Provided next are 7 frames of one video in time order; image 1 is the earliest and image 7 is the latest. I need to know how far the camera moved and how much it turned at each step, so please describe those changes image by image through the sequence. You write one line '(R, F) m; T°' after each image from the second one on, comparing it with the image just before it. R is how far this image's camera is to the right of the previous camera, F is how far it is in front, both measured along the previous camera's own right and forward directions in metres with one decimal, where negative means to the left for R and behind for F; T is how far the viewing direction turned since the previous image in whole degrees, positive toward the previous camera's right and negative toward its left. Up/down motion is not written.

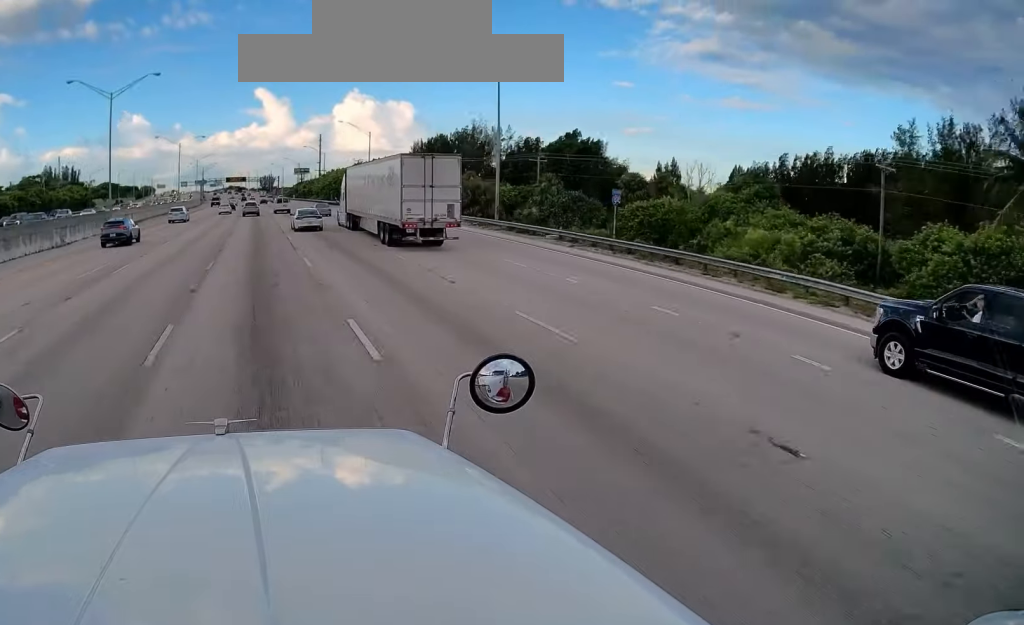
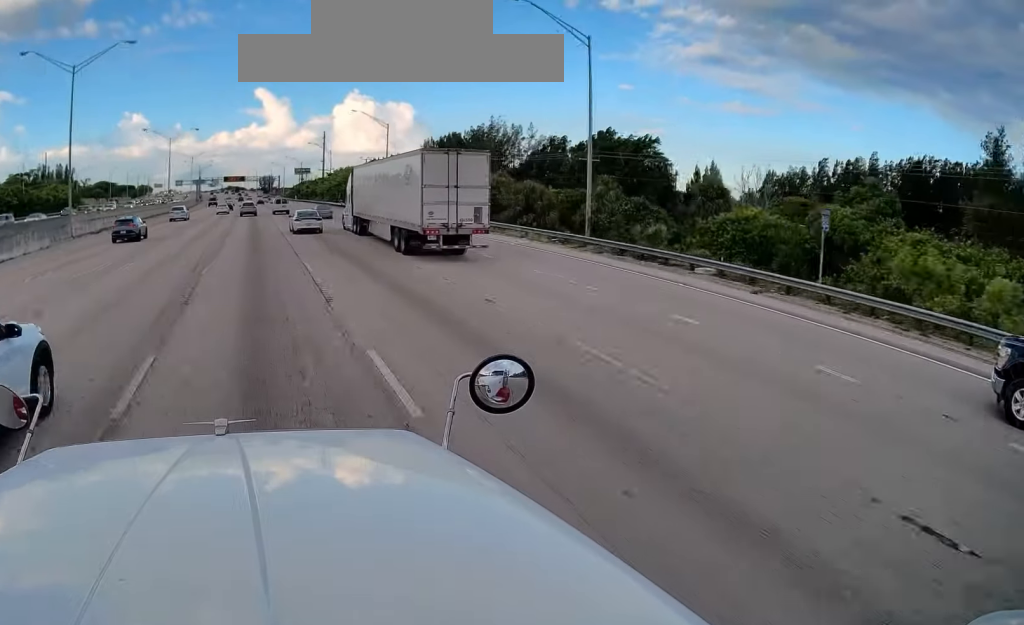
(-0.4, +14.6) m; 0°
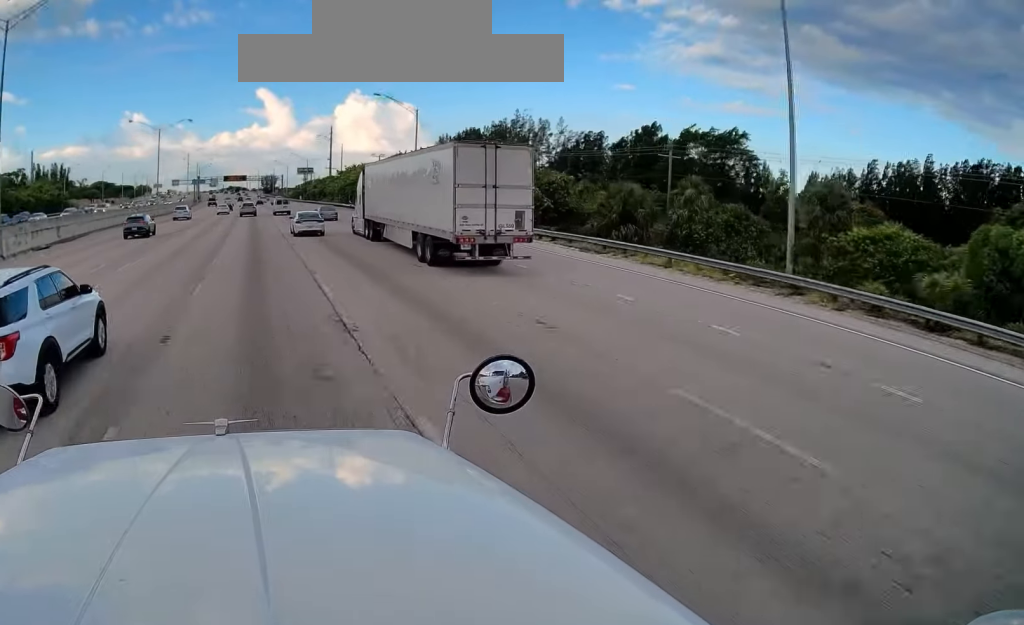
(+0.2, +15.5) m; 0°
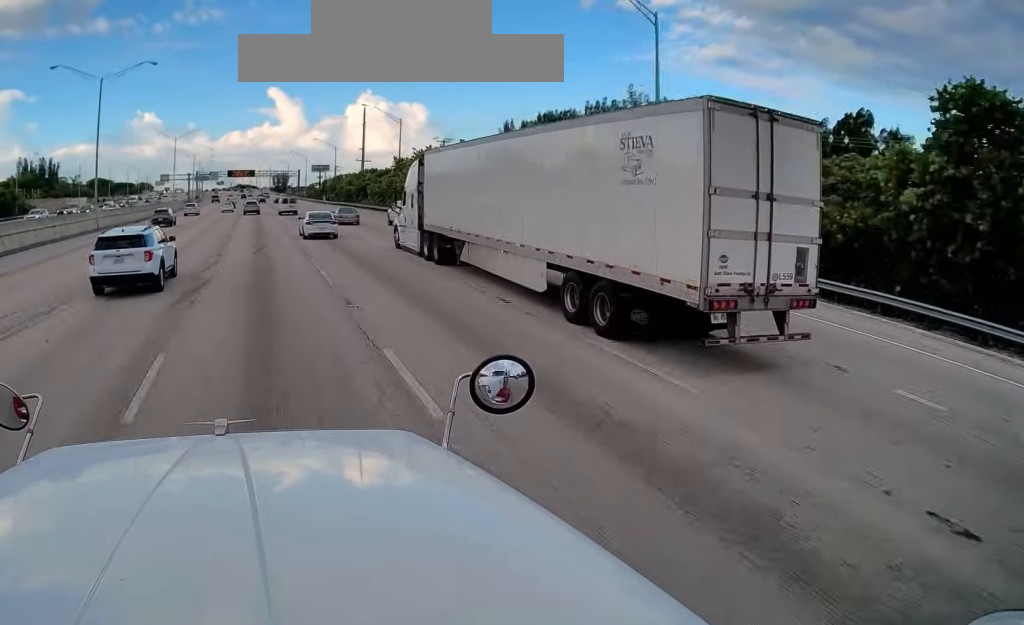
(+0.3, +45.3) m; 0°
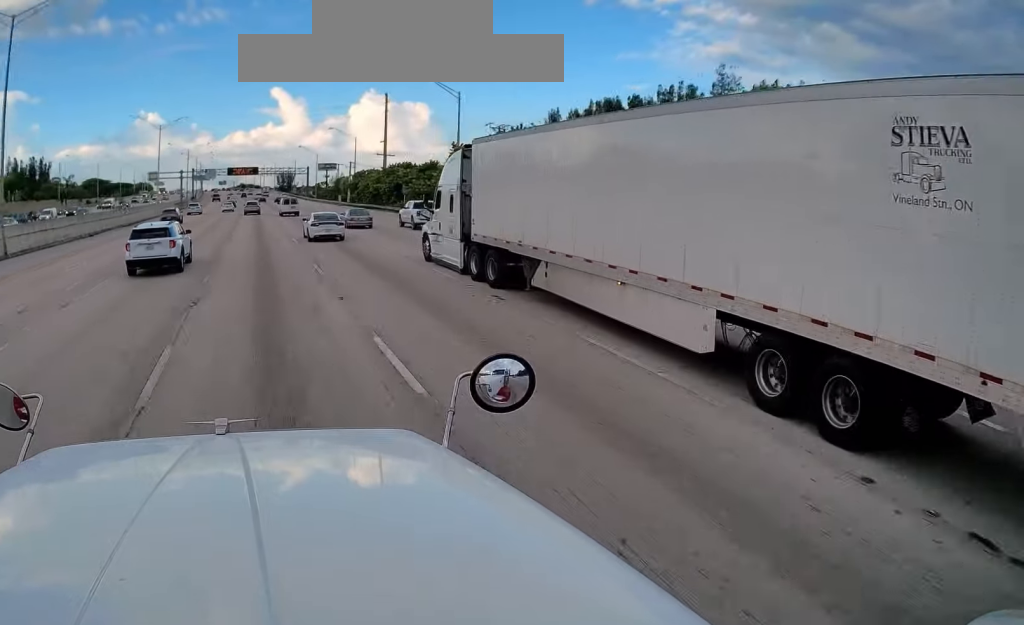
(-0.1, +23.5) m; -1°
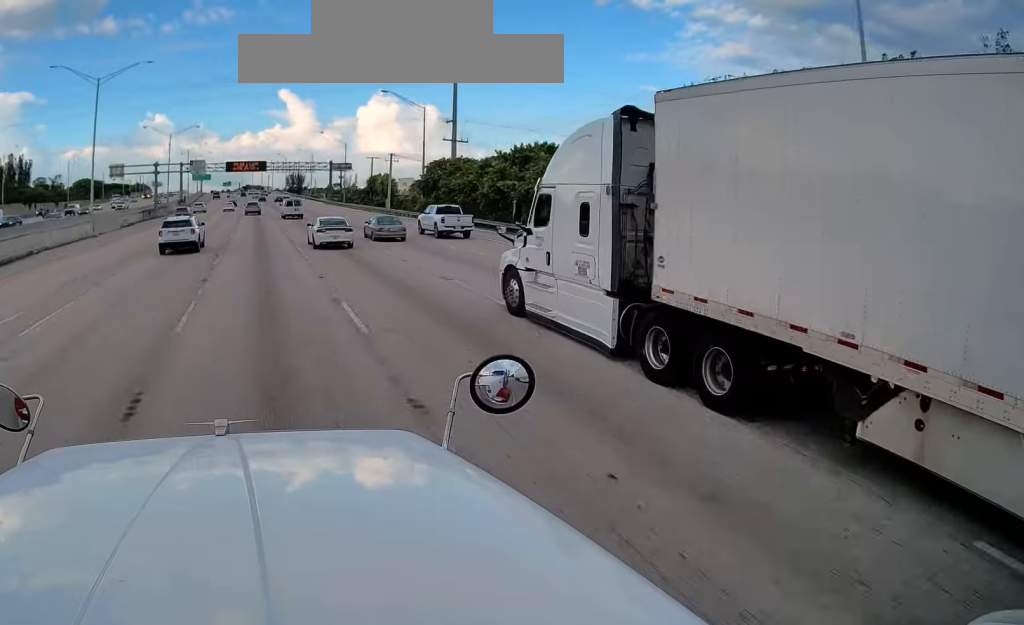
(-0.5, +43.5) m; -2°
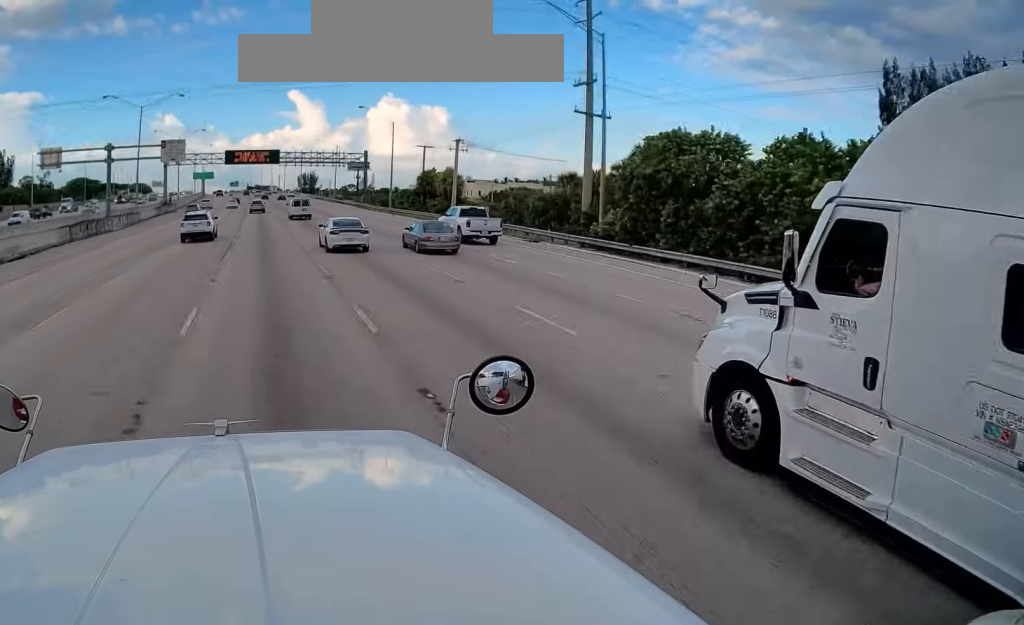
(-0.3, +35.2) m; 0°
